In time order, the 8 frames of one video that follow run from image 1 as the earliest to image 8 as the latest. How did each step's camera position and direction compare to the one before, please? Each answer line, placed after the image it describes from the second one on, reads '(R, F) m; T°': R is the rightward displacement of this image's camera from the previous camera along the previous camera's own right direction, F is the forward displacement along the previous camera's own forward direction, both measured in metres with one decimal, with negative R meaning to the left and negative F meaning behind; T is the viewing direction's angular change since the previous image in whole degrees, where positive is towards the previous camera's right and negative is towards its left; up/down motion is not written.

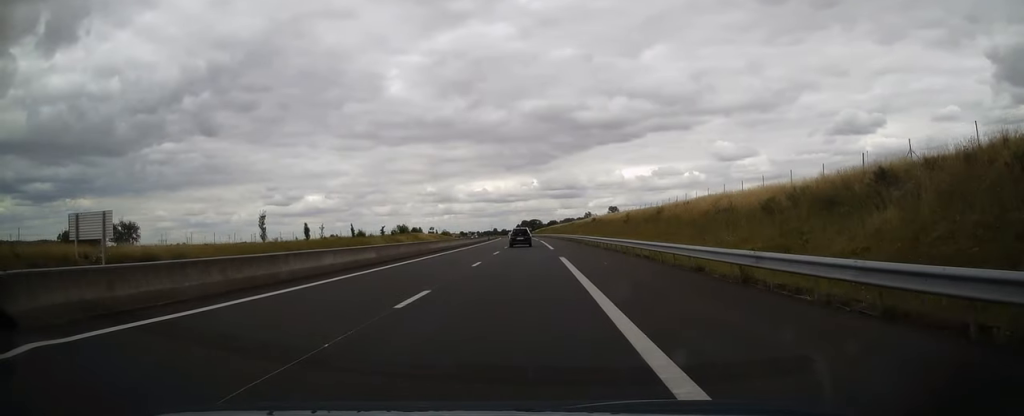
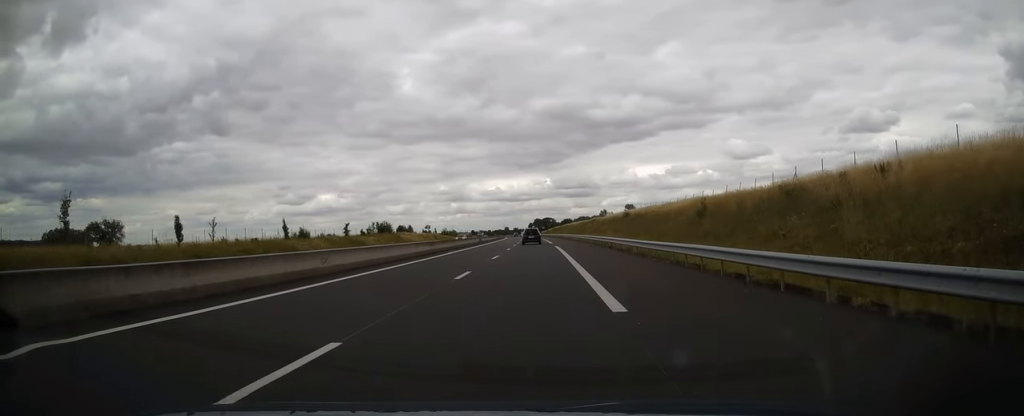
(0.0, +32.6) m; 0°
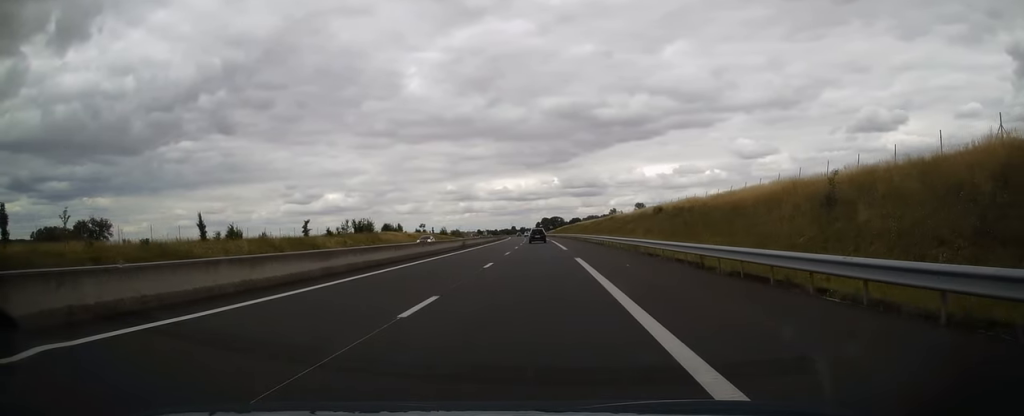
(0.0, +20.7) m; -1°
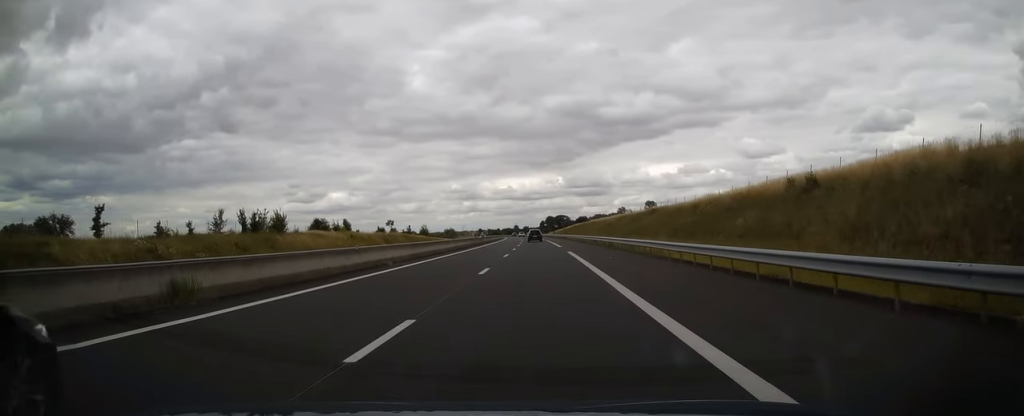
(-0.6, +42.2) m; -1°
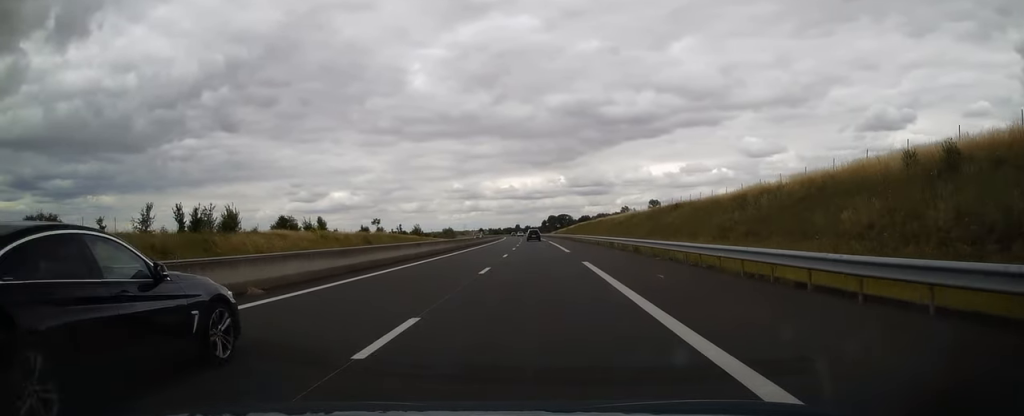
(0.0, +12.8) m; 0°
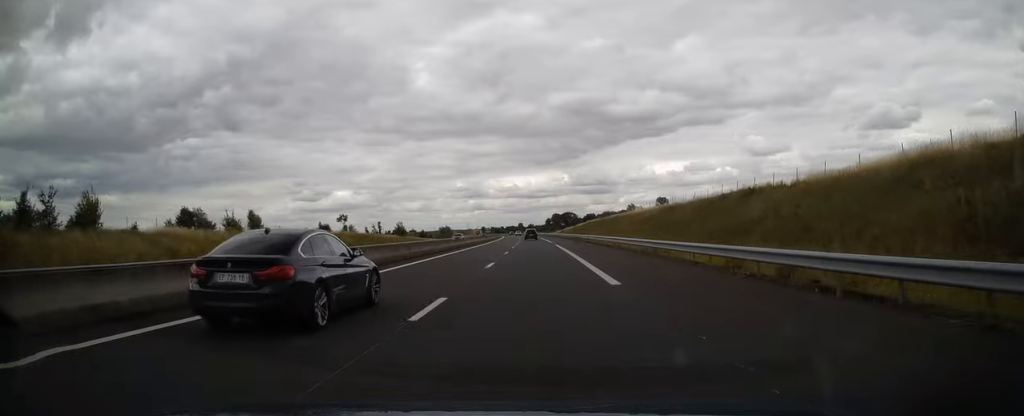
(0.0, +23.1) m; -1°
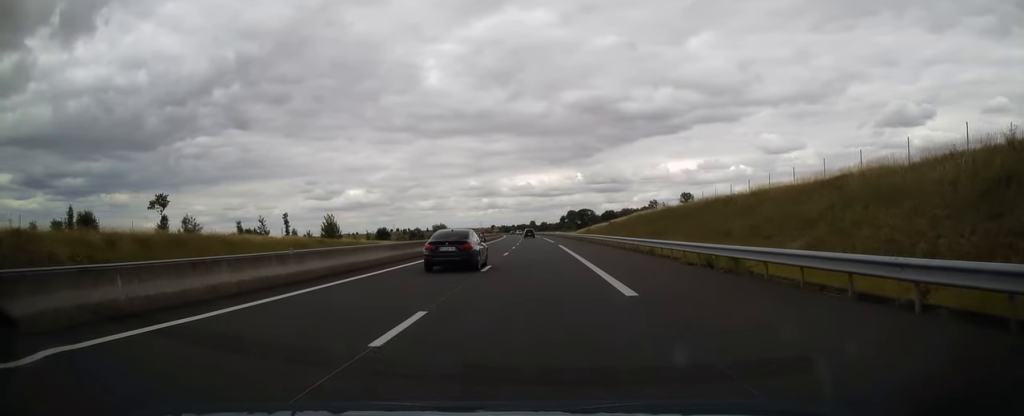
(-0.2, +54.1) m; -1°
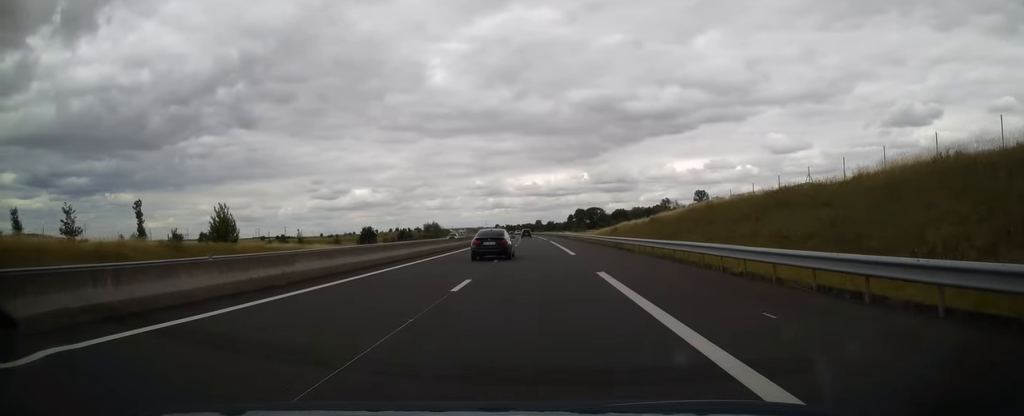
(-0.5, +32.4) m; -1°
